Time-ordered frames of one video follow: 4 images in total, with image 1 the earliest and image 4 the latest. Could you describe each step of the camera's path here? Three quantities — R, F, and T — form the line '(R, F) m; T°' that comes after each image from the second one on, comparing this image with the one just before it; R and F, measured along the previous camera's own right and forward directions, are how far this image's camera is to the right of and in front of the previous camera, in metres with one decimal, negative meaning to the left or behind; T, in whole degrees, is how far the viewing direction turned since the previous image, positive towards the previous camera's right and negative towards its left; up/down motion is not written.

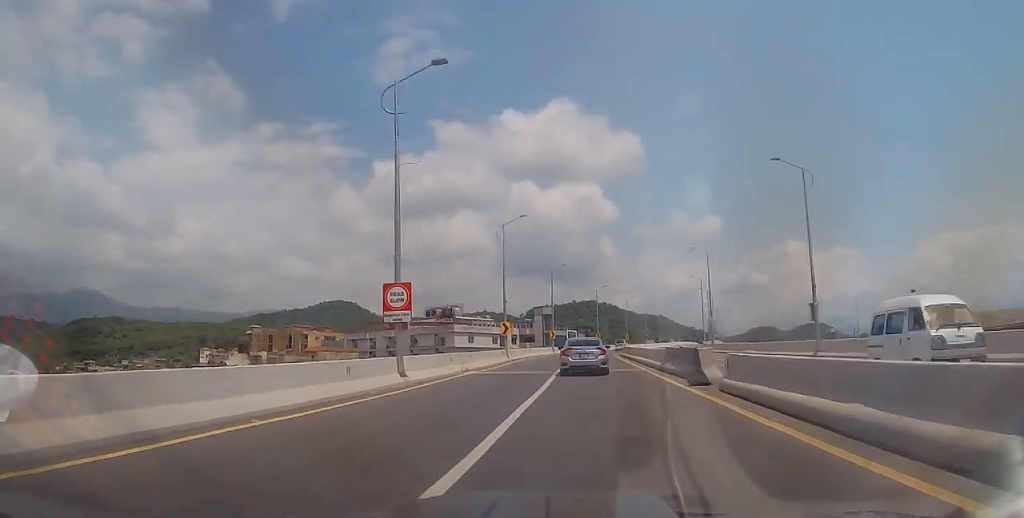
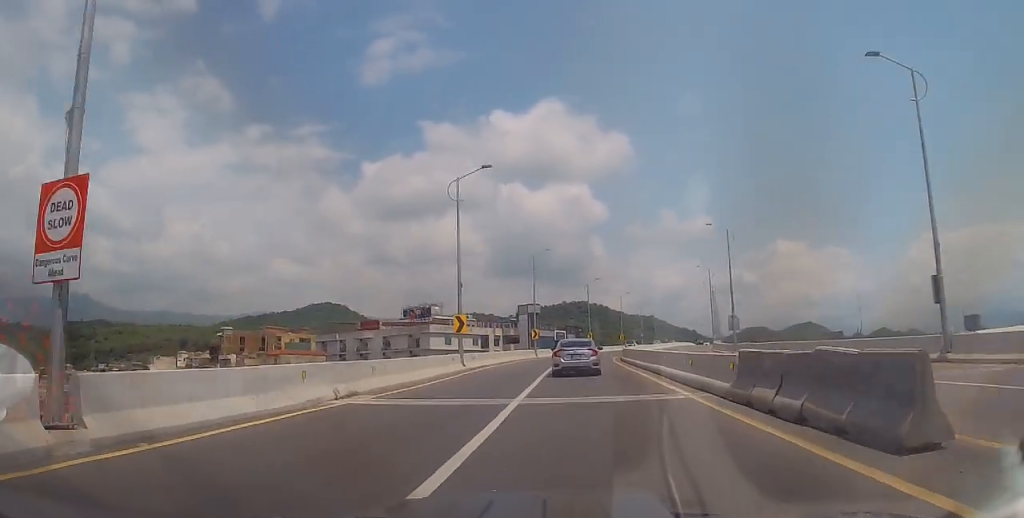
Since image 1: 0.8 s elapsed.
(+0.4, +13.6) m; 0°
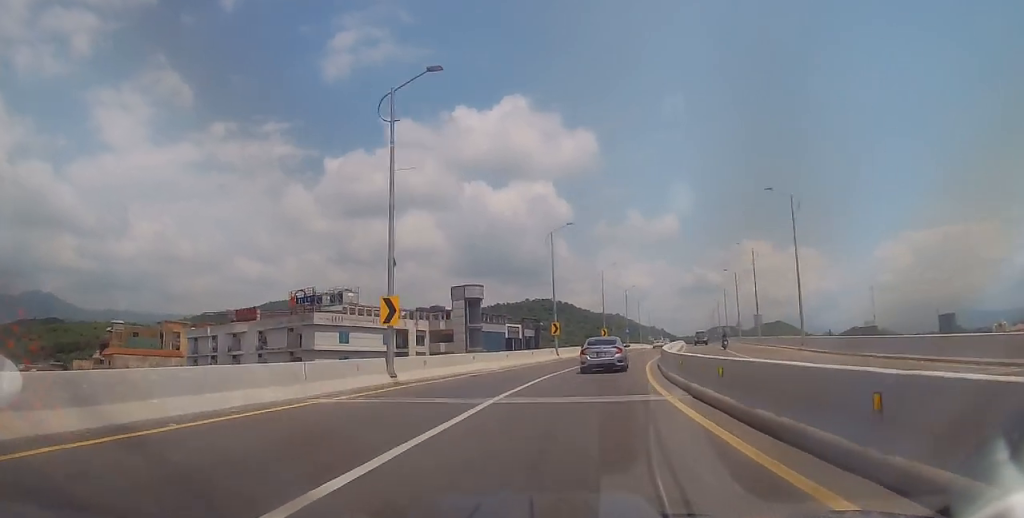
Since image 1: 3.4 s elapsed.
(-0.2, +41.4) m; +2°
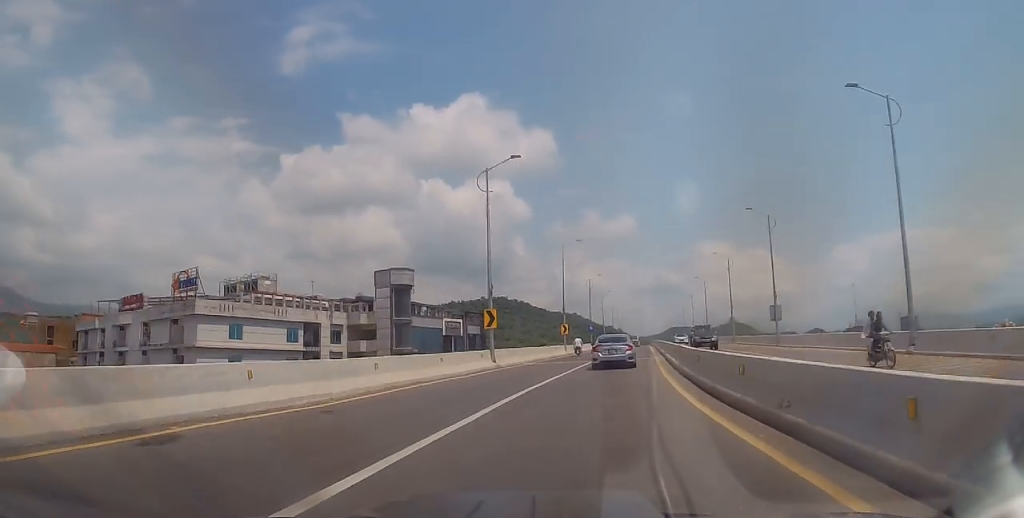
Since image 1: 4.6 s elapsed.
(+0.4, +18.4) m; +3°
